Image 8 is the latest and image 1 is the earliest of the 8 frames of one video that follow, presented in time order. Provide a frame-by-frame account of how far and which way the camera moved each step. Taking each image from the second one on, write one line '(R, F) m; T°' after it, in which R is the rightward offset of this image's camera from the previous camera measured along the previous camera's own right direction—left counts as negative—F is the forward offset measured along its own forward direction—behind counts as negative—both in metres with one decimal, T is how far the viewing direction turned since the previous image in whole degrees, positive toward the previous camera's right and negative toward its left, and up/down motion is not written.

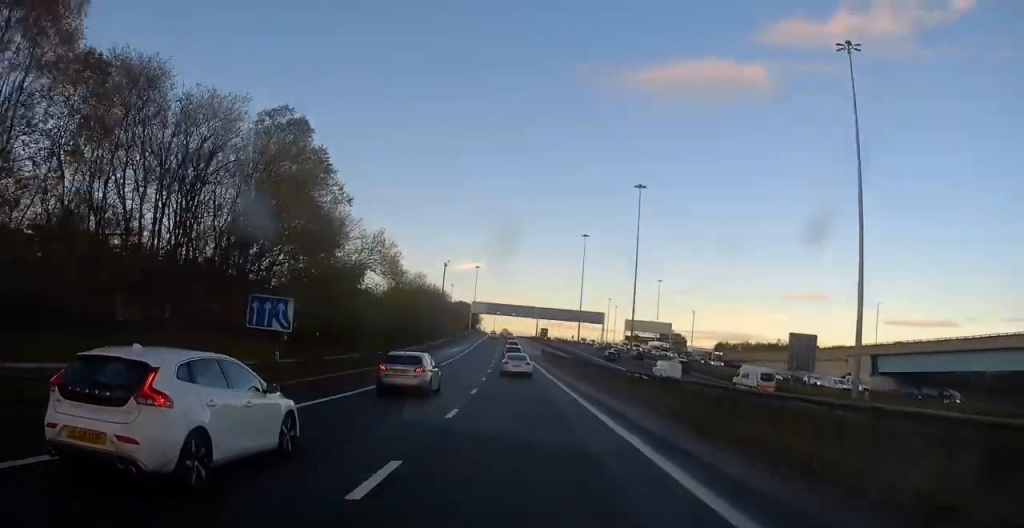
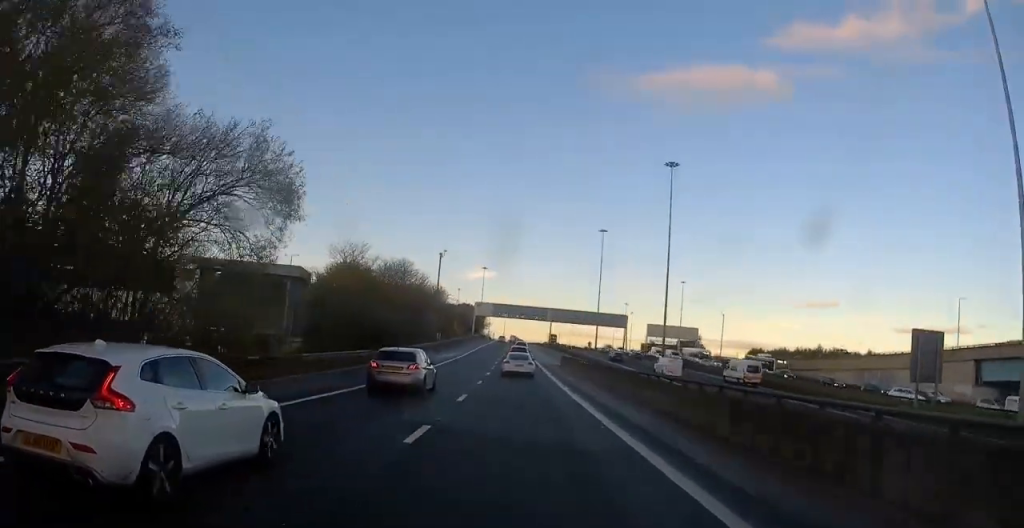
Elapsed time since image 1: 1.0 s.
(-0.3, +23.1) m; -2°
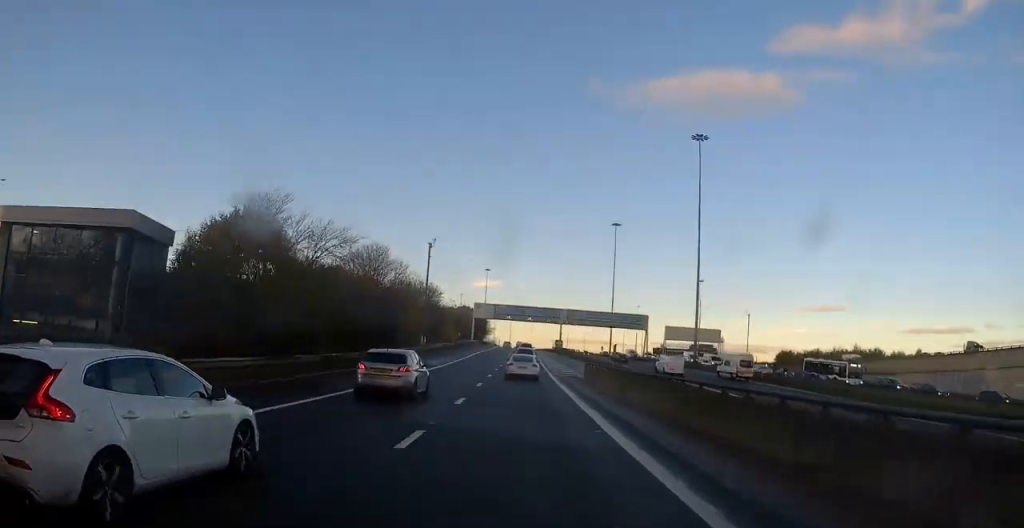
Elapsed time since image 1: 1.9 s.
(-0.3, +18.6) m; -1°
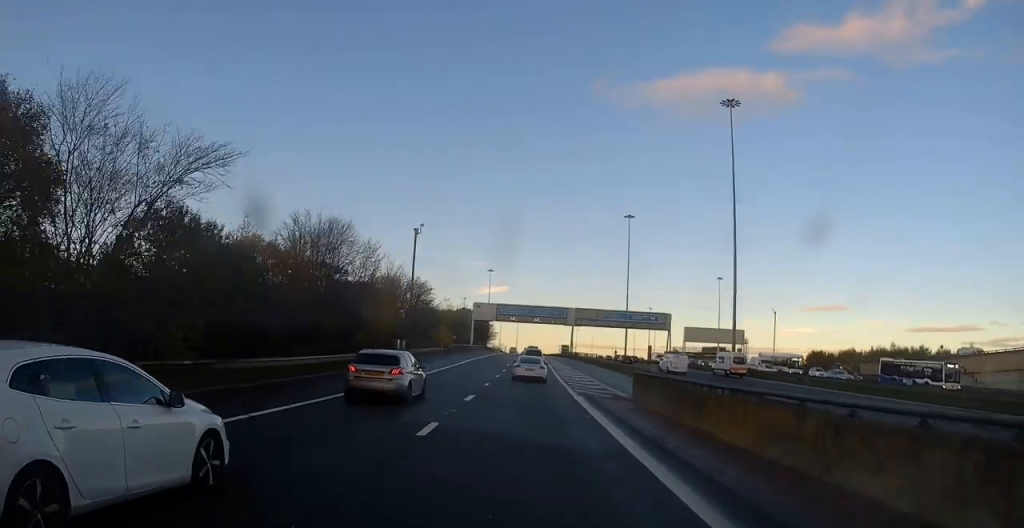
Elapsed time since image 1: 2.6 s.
(-0.2, +16.4) m; 0°
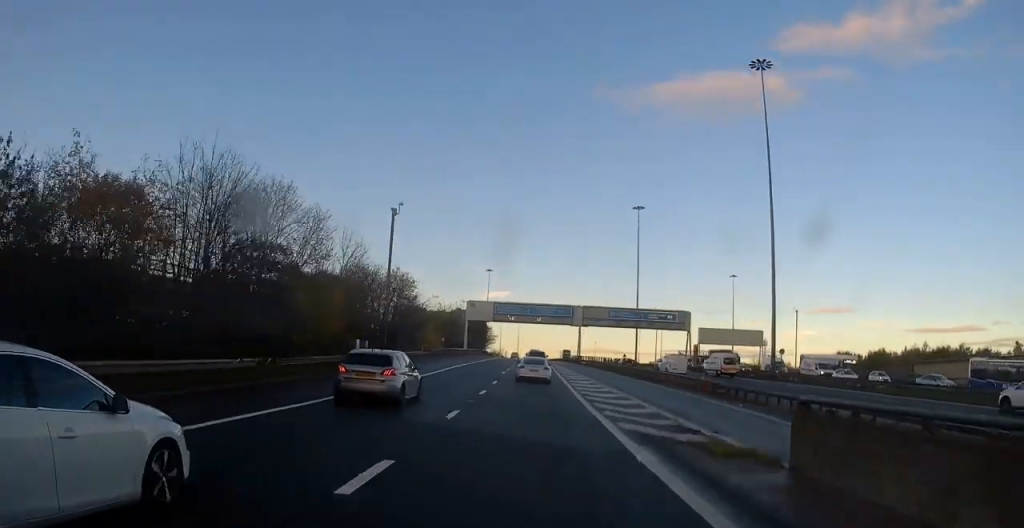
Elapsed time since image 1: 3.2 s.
(+0.2, +14.1) m; +1°
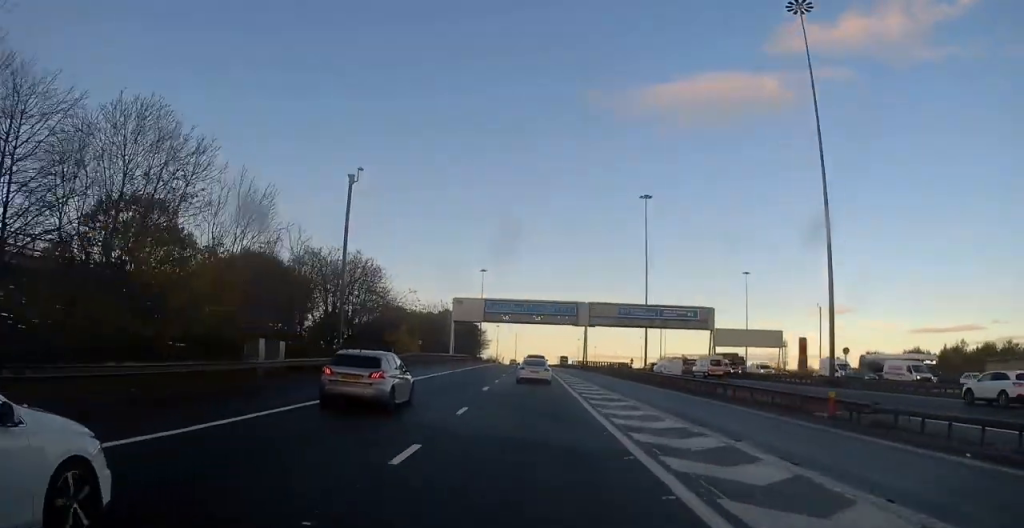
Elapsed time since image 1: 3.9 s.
(0.0, +15.5) m; 0°
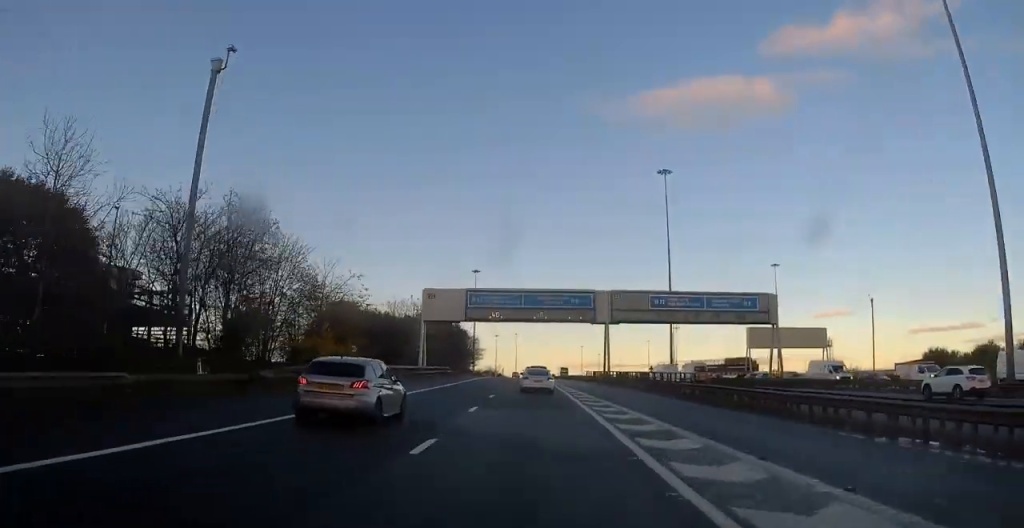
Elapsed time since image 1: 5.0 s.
(-0.2, +24.4) m; 0°
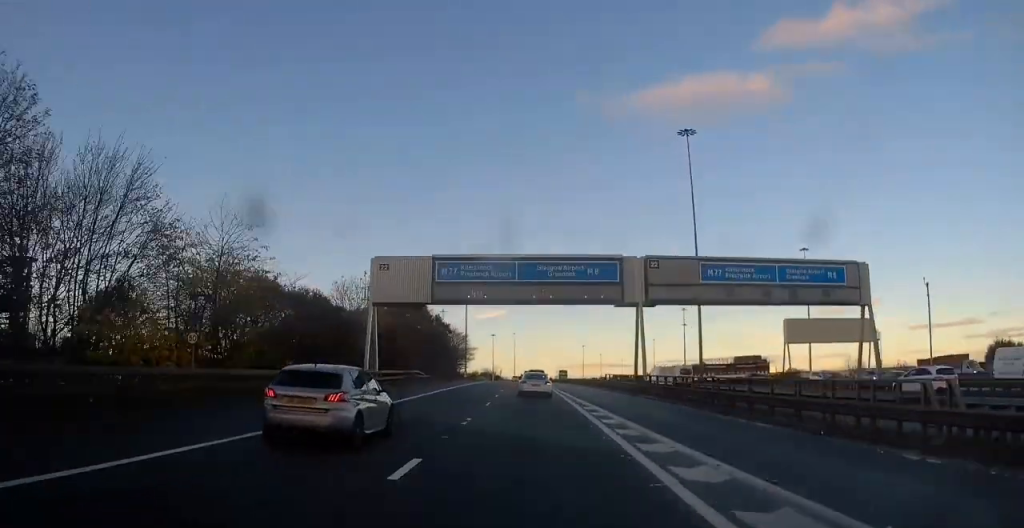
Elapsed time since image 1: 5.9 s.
(+0.1, +20.0) m; 0°
